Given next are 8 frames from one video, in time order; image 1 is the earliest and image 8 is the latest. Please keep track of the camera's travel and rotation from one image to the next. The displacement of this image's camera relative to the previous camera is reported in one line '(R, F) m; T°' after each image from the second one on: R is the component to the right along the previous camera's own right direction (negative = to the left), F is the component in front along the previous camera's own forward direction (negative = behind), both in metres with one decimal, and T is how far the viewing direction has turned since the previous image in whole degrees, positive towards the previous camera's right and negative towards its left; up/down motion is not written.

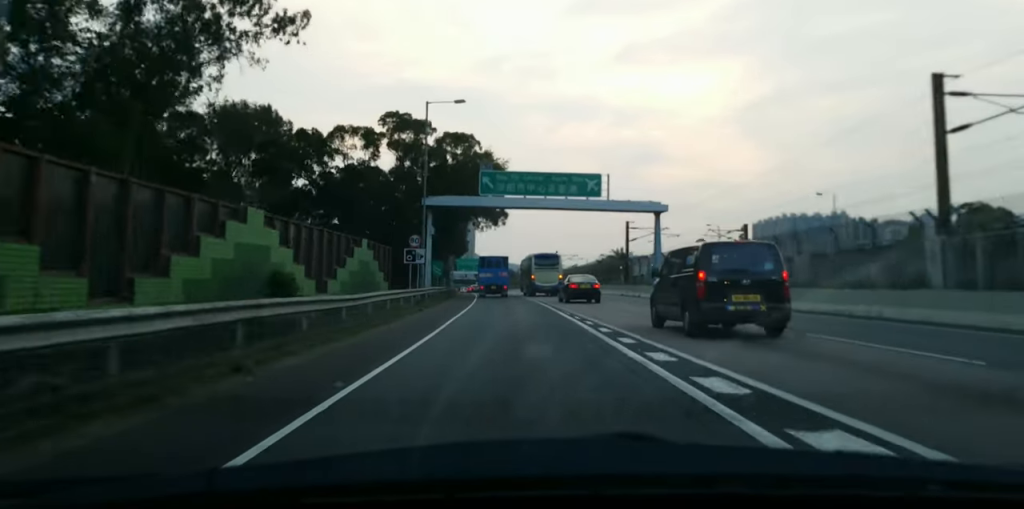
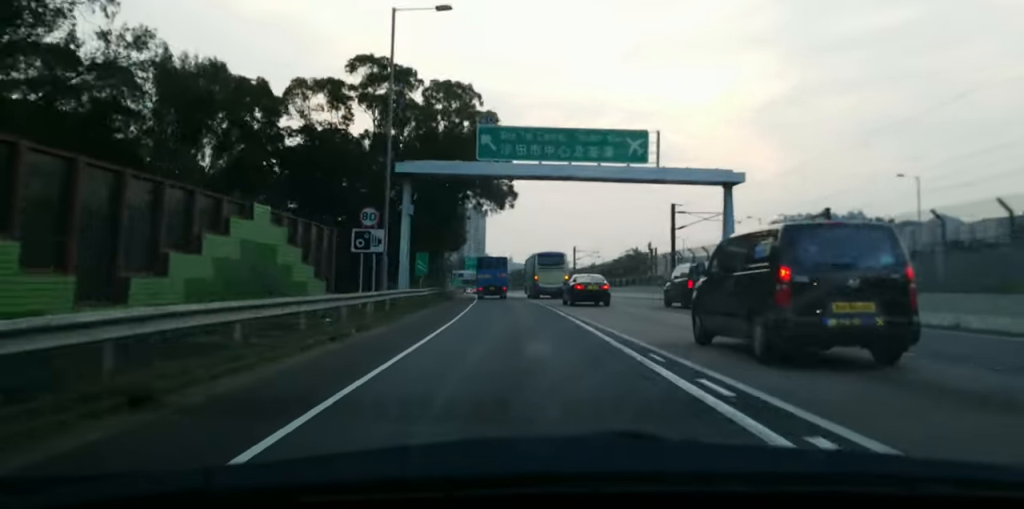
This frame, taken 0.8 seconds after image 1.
(+0.2, +16.4) m; -1°
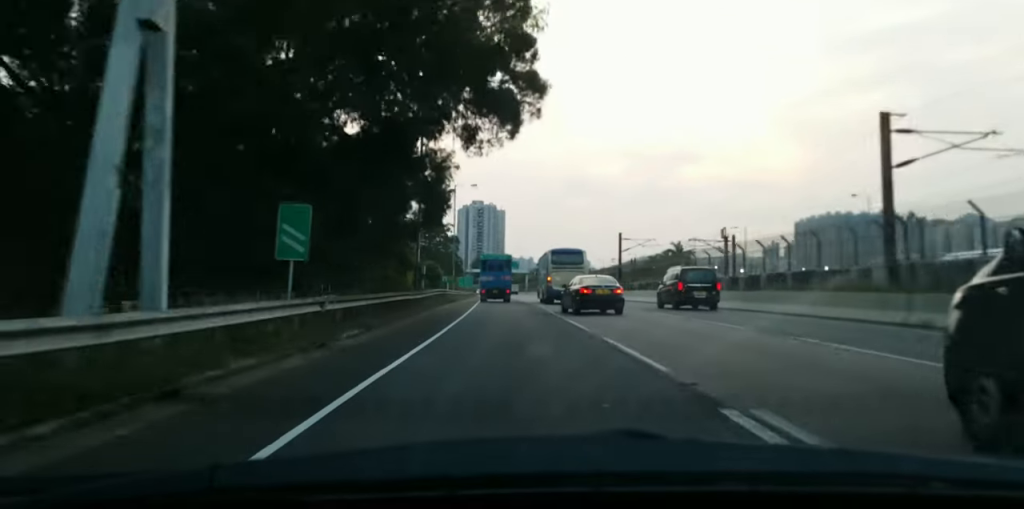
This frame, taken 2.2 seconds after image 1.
(-0.7, +30.1) m; -2°
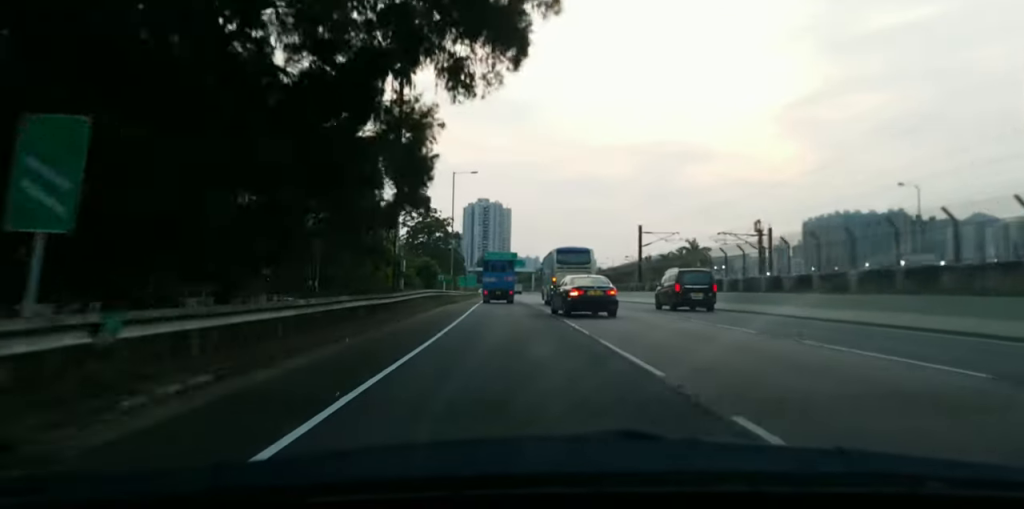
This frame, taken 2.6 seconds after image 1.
(+0.1, +9.4) m; -1°
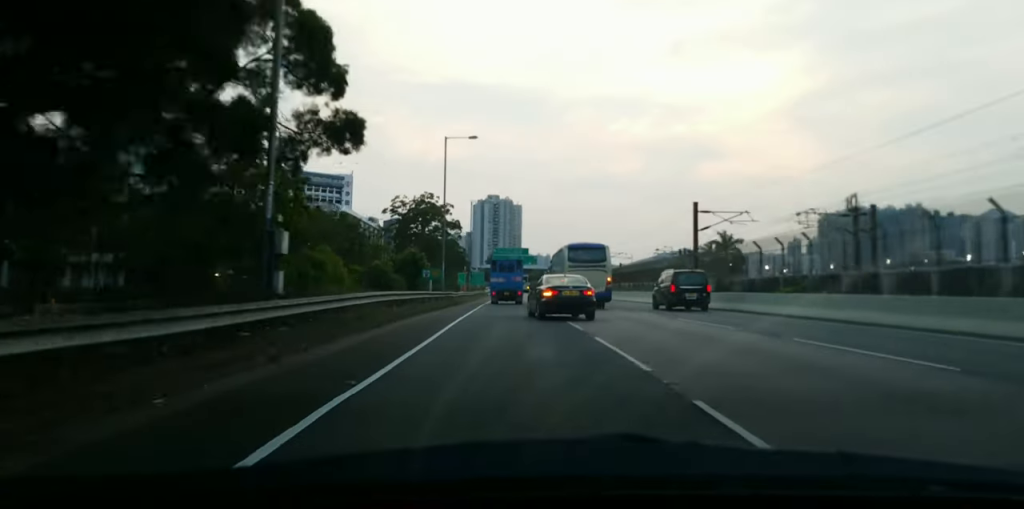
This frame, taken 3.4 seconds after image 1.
(-0.4, +17.0) m; -1°
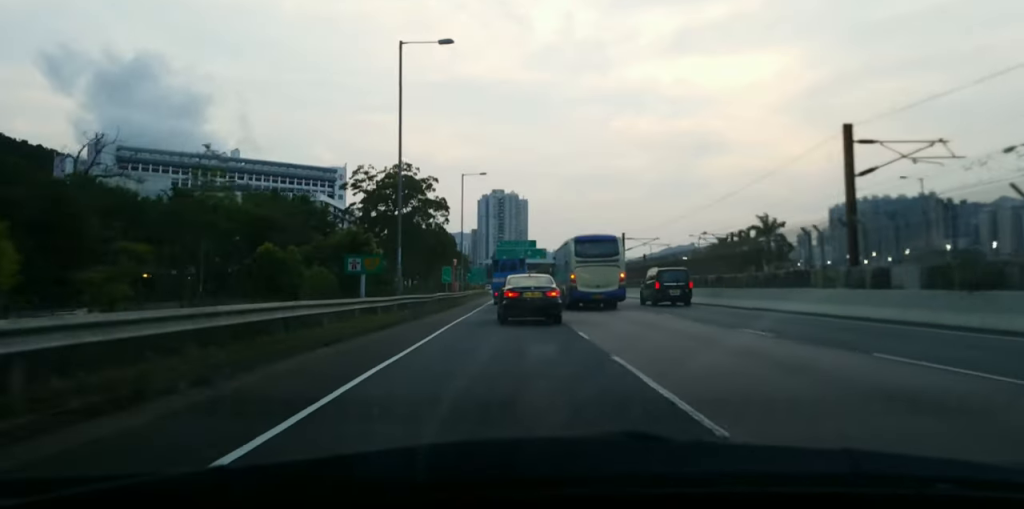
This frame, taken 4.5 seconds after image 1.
(-0.2, +23.4) m; 0°
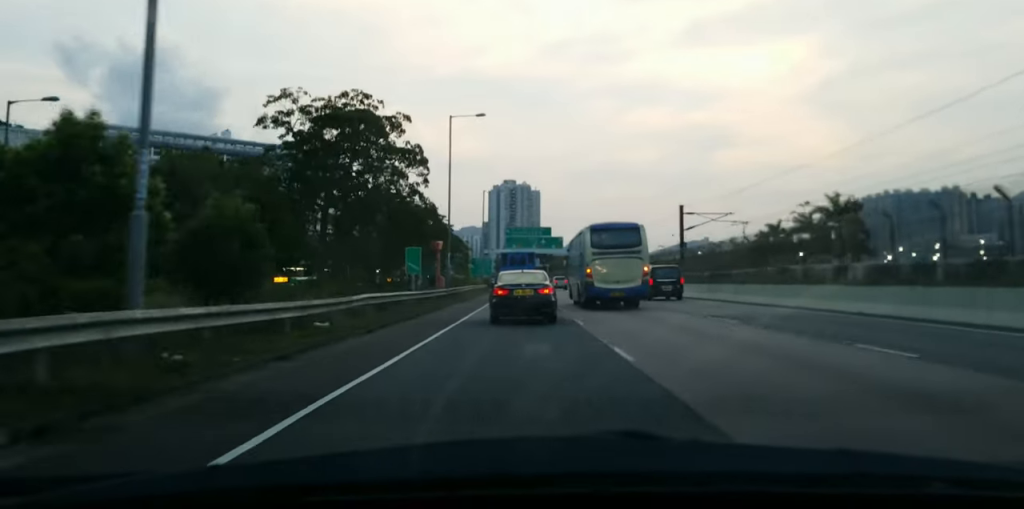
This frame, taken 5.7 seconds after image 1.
(0.0, +24.4) m; 0°
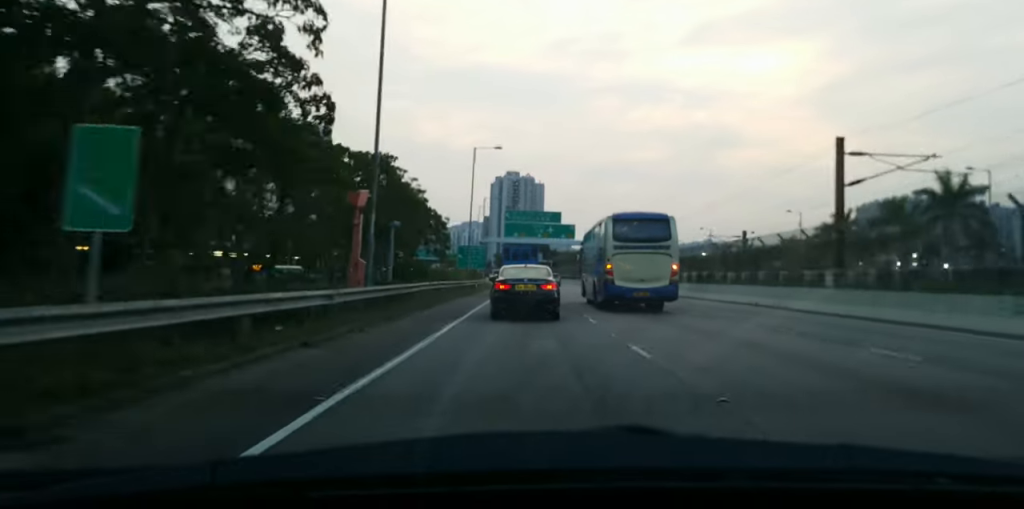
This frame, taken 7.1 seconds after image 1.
(-0.6, +27.5) m; -3°
